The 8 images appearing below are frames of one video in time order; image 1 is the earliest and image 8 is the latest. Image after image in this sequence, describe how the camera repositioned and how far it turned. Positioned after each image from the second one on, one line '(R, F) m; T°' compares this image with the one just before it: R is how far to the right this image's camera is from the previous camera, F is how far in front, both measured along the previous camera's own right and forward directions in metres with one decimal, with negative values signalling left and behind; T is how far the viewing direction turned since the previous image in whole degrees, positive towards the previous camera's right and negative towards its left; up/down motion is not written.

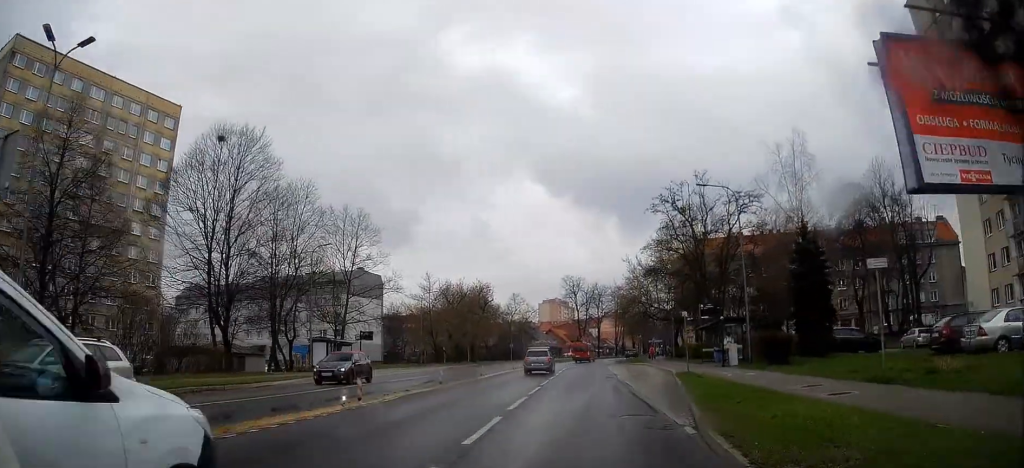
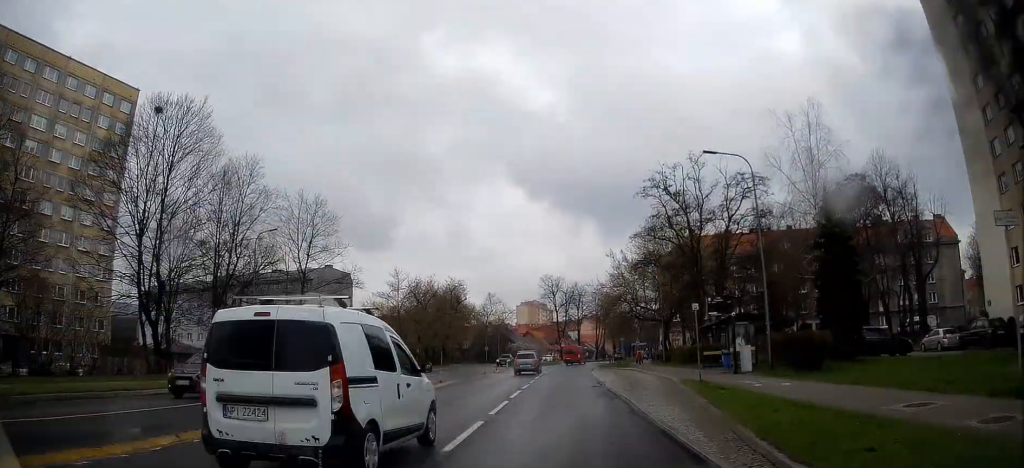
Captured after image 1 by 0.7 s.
(+0.2, +4.9) m; +4°
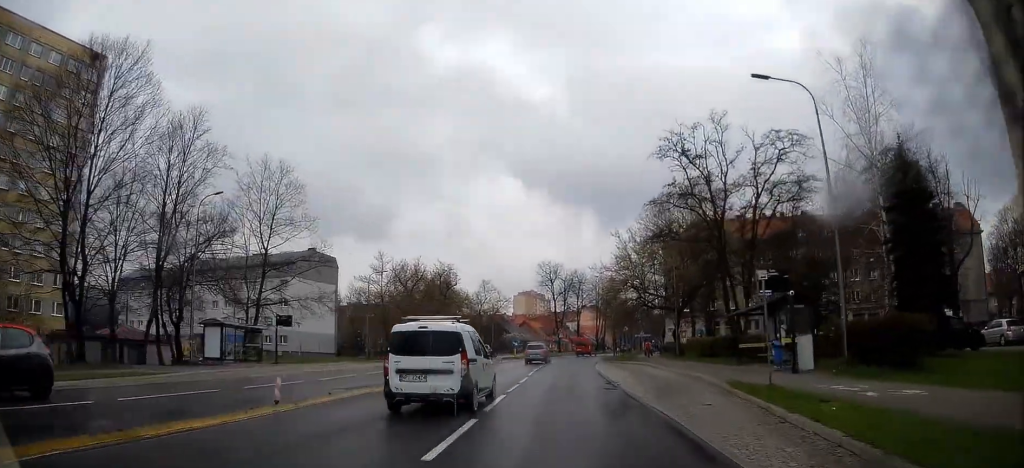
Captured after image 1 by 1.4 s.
(+0.2, +6.1) m; +2°
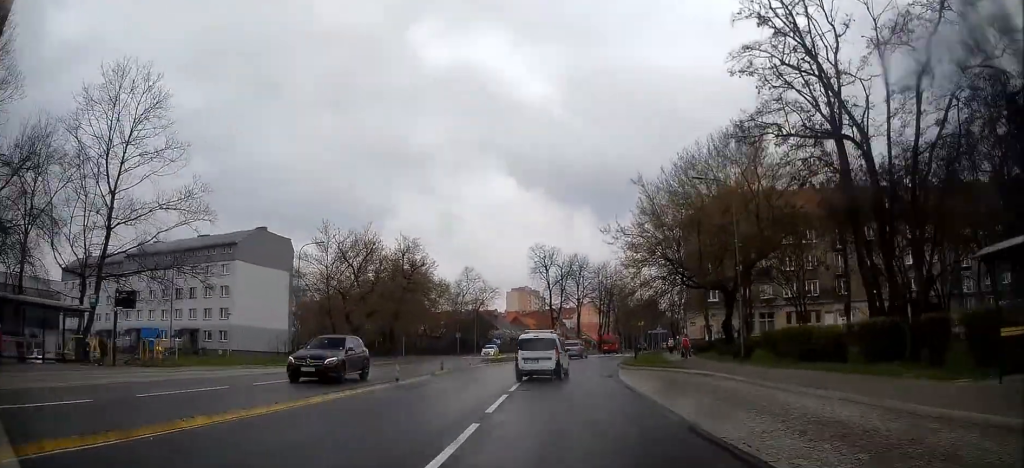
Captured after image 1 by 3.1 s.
(+0.7, +16.4) m; +5°
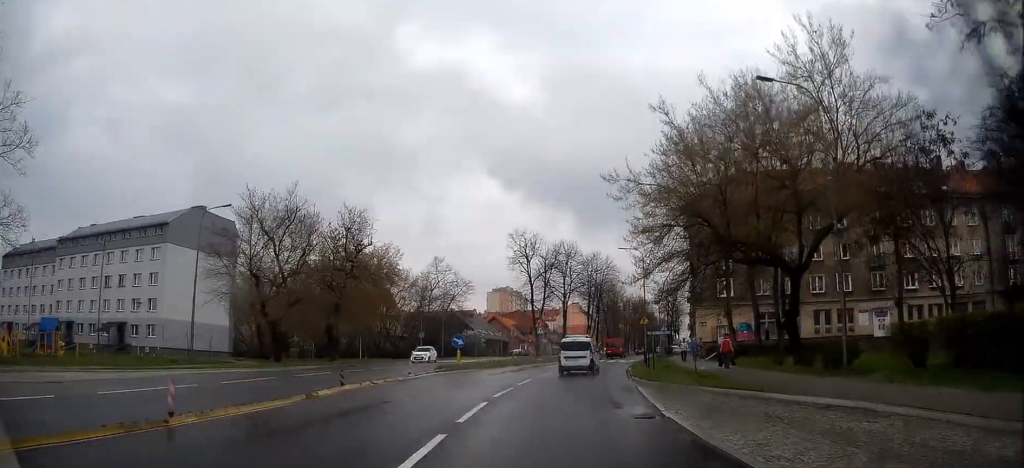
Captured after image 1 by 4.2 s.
(+0.3, +12.5) m; +2°
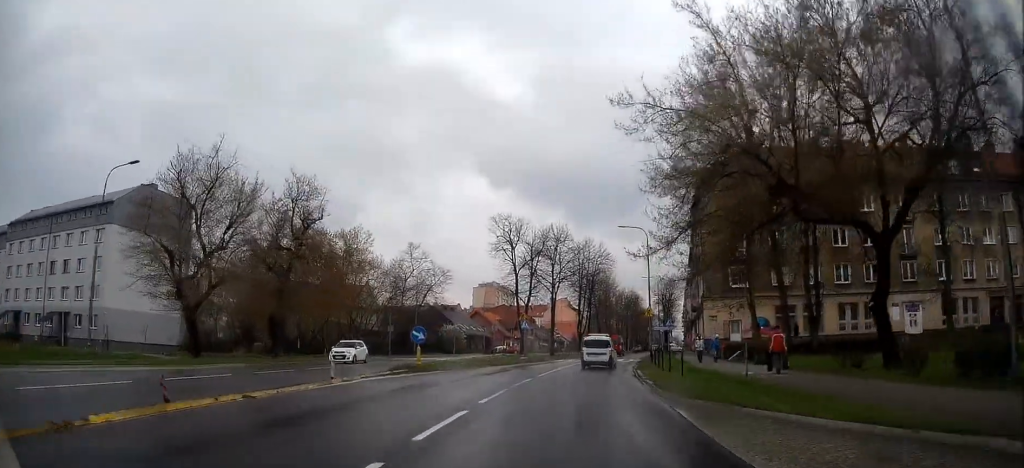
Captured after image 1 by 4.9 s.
(+0.1, +8.7) m; +1°
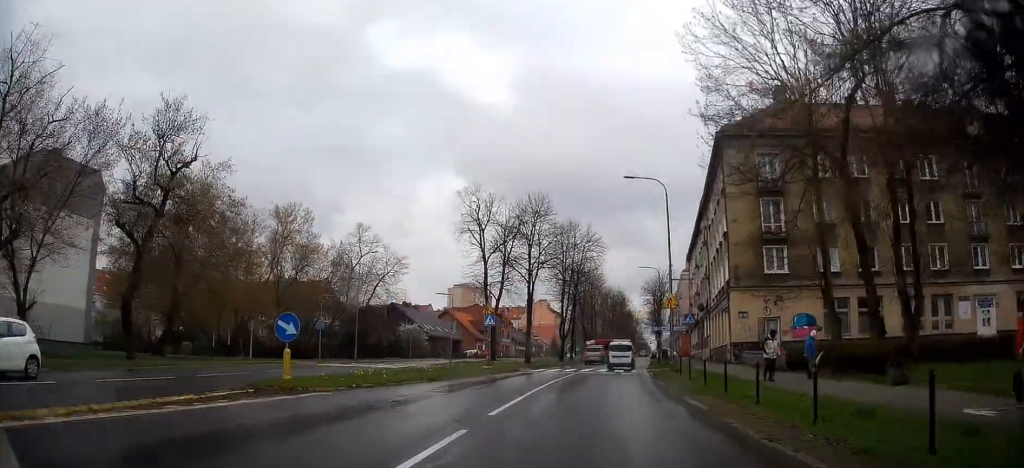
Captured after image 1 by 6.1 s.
(+0.3, +14.7) m; +3°
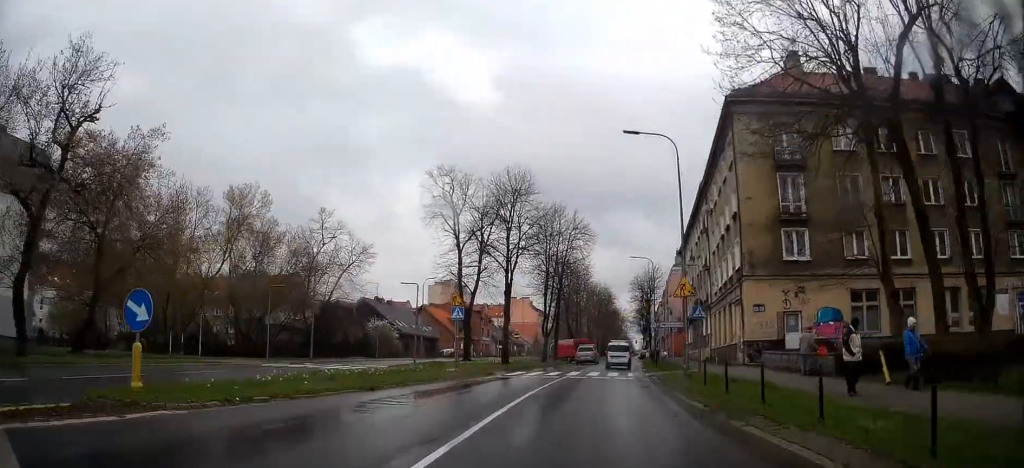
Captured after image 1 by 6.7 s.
(0.0, +6.7) m; +2°
